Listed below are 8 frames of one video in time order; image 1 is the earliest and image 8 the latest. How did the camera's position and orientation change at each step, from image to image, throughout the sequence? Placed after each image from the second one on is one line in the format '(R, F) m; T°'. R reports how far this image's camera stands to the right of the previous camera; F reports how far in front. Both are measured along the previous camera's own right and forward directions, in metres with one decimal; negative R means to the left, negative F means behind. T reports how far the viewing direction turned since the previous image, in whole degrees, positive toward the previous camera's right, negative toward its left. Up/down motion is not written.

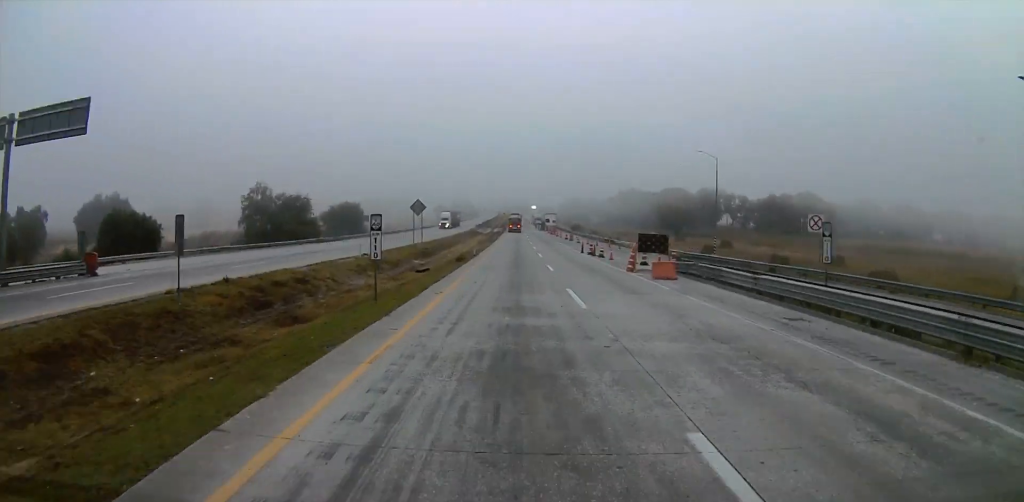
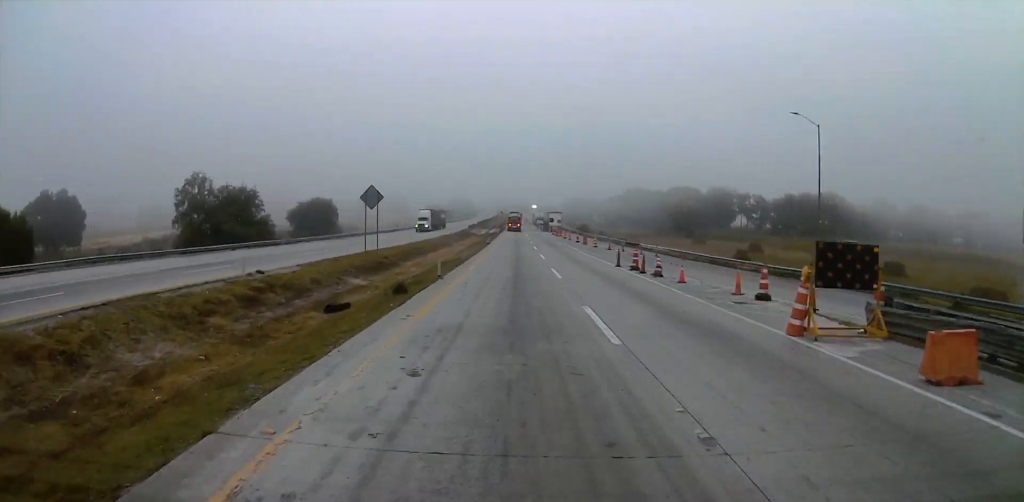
(+0.2, +21.7) m; +1°
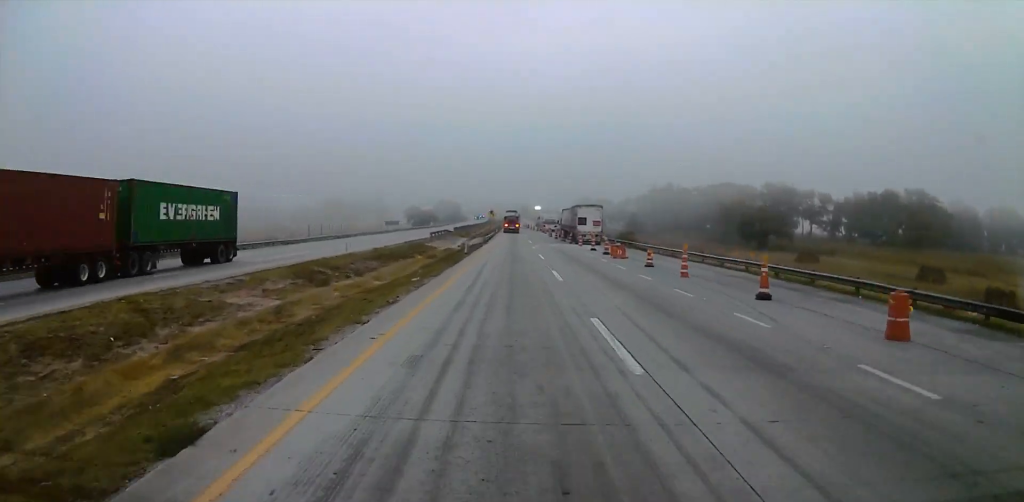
(+0.3, +66.0) m; 0°
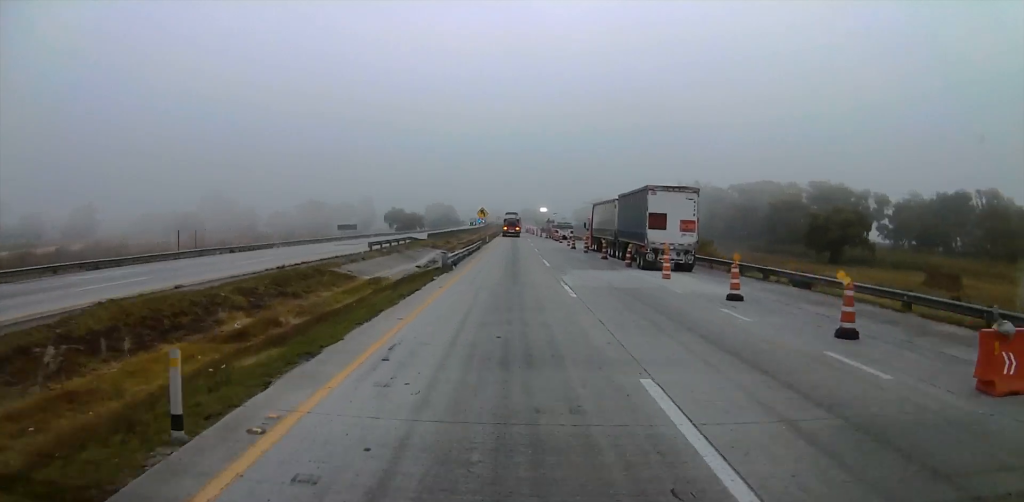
(0.0, +36.3) m; 0°
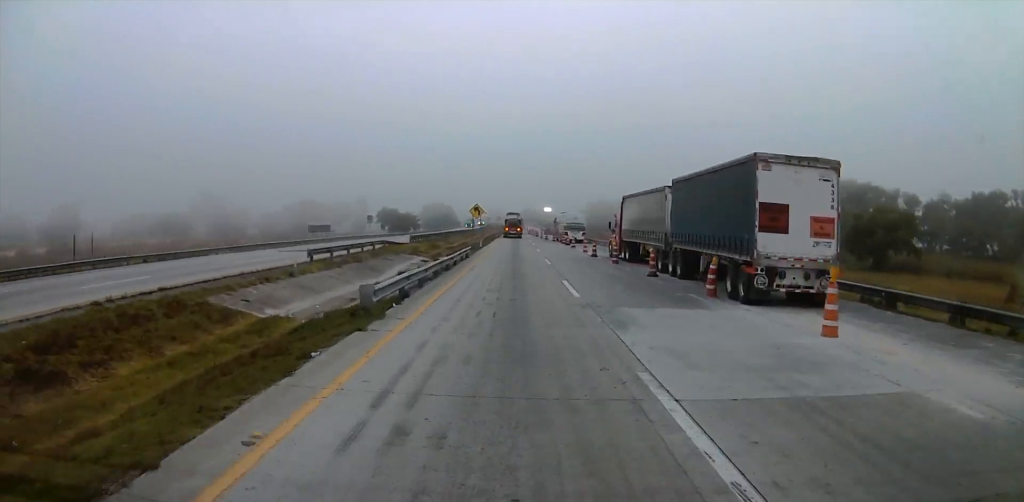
(0.0, +15.3) m; 0°
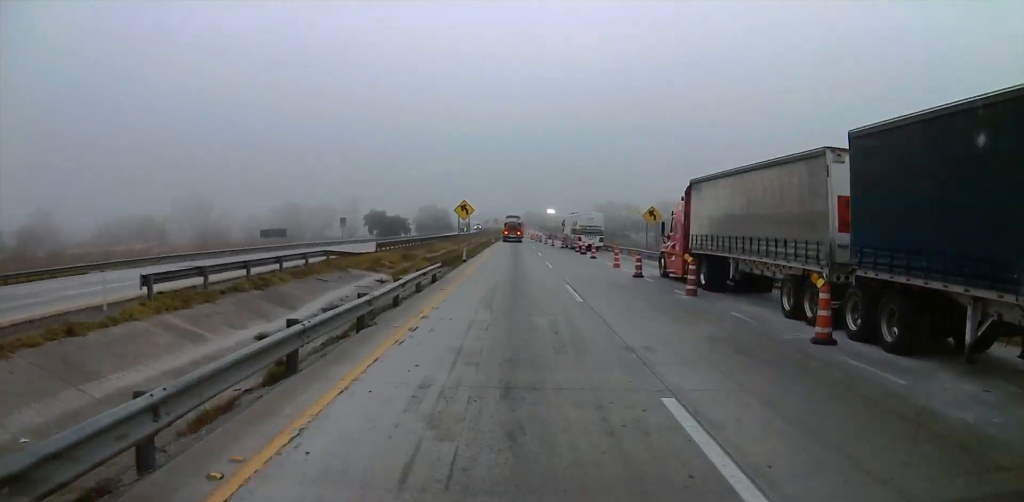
(0.0, +16.8) m; 0°
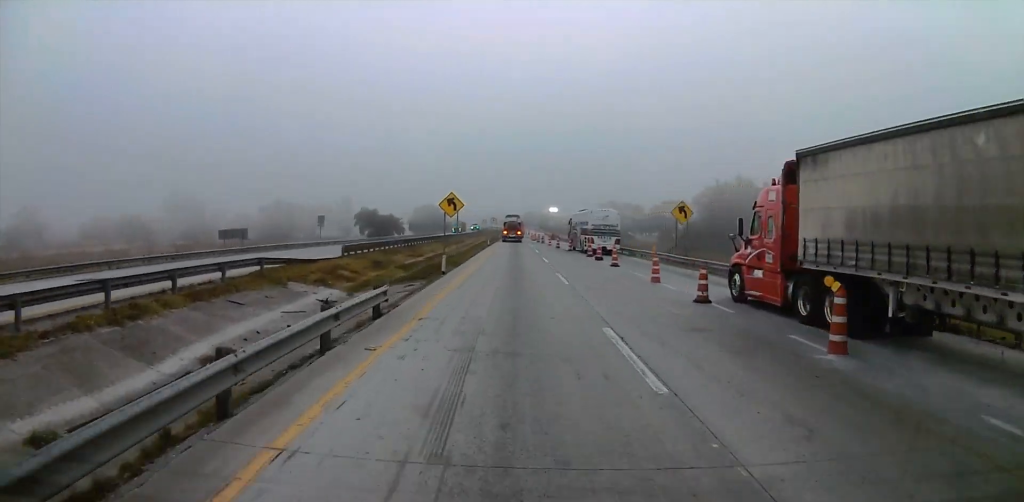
(0.0, +10.3) m; 0°
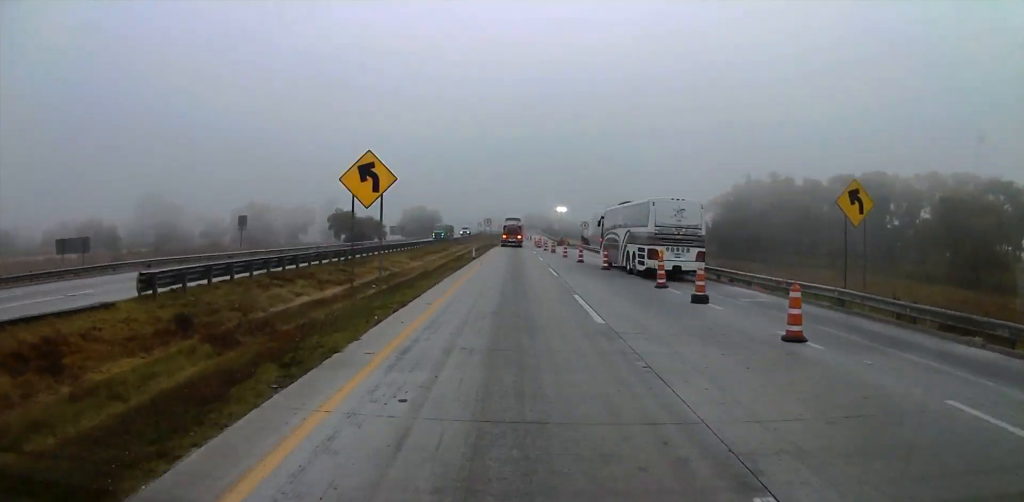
(0.0, +24.3) m; 0°
